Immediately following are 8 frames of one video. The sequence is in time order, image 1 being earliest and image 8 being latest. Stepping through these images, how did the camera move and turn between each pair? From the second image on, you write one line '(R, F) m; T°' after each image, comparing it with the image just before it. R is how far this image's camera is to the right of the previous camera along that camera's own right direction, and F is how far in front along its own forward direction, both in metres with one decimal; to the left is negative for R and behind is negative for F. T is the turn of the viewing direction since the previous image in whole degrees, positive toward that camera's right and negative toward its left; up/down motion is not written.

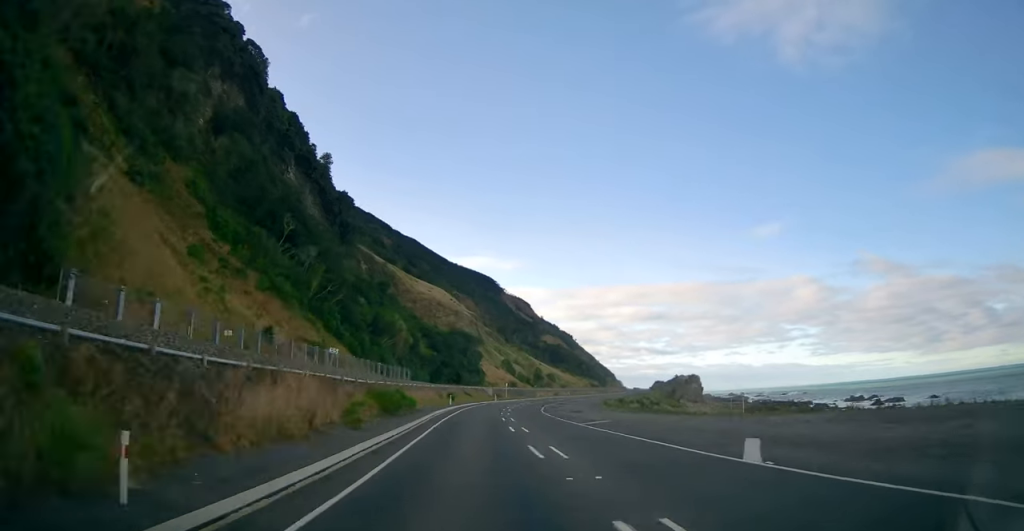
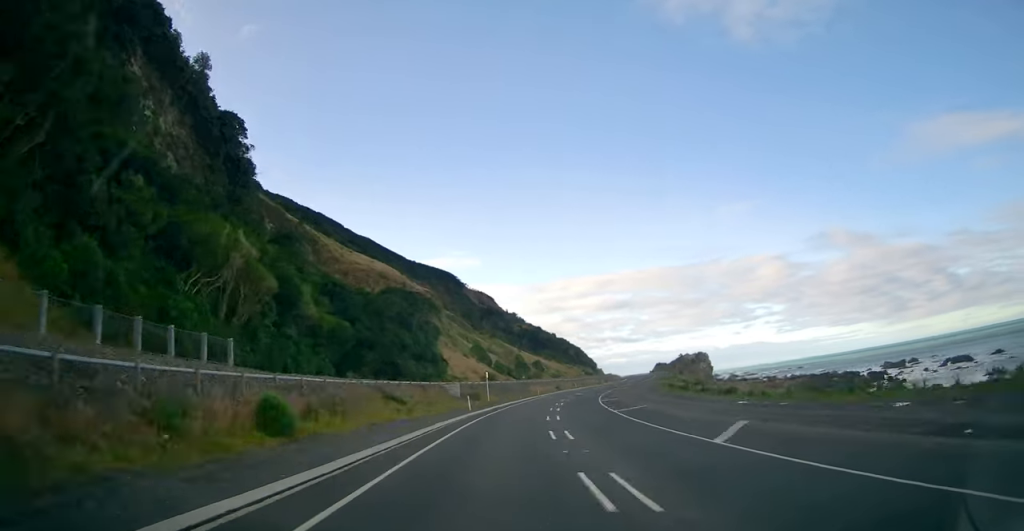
(-1.3, +56.3) m; +3°
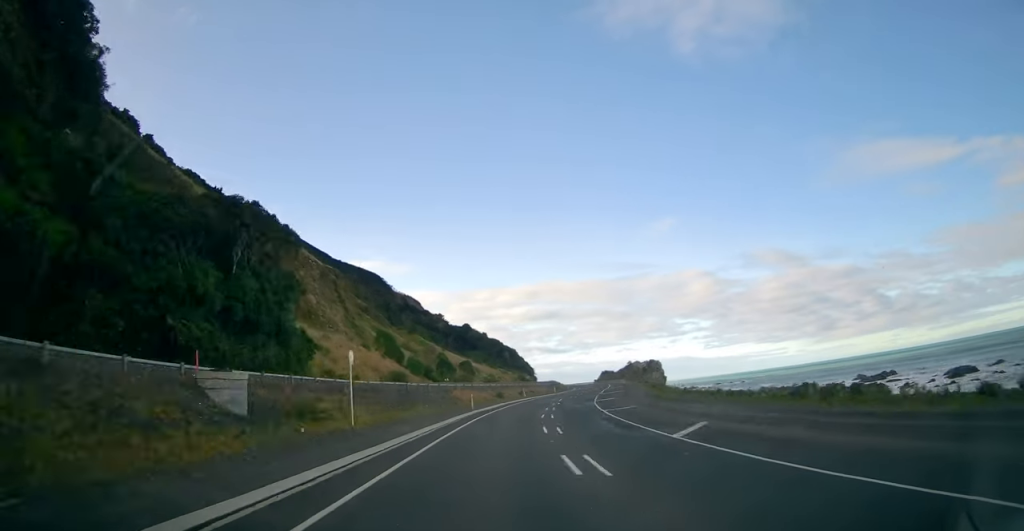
(+1.4, +36.4) m; +6°
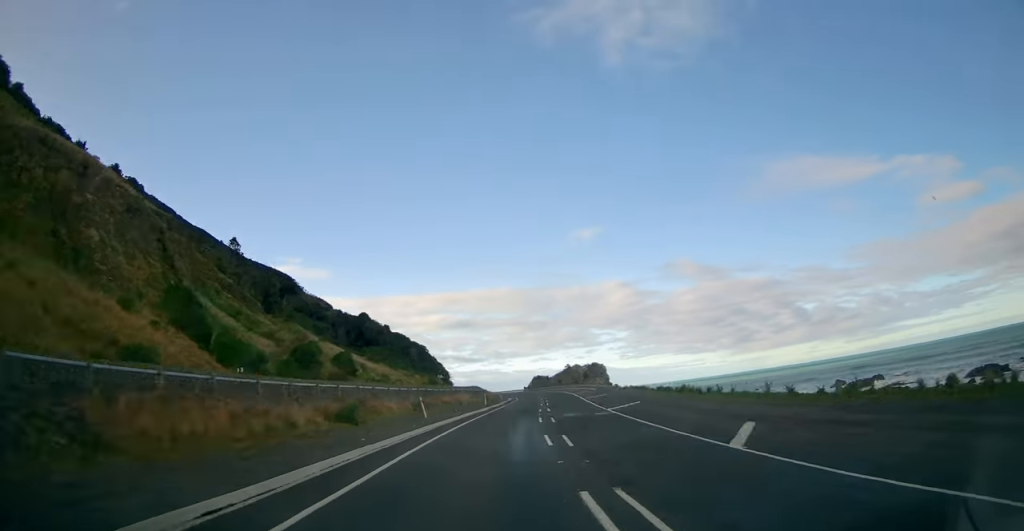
(+3.5, +44.2) m; +6°
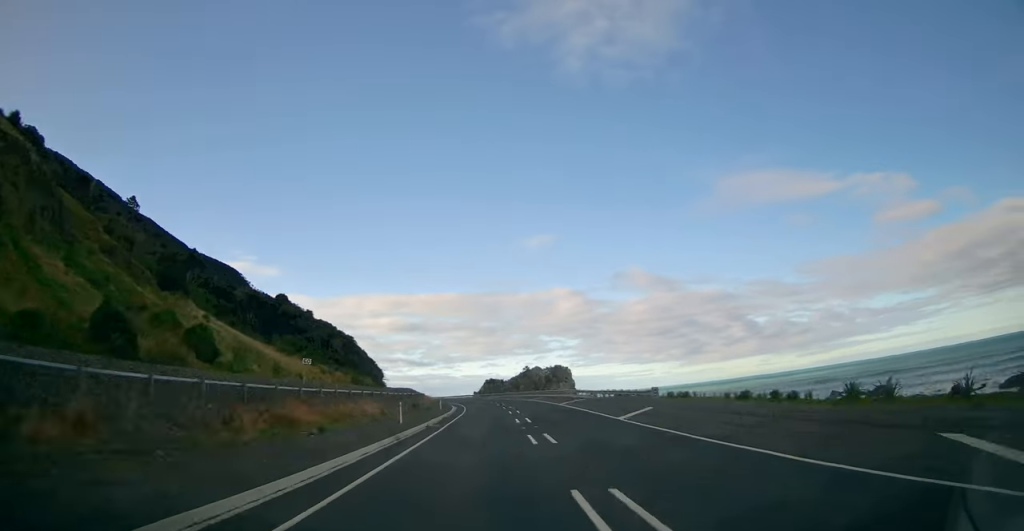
(+1.6, +29.5) m; +3°
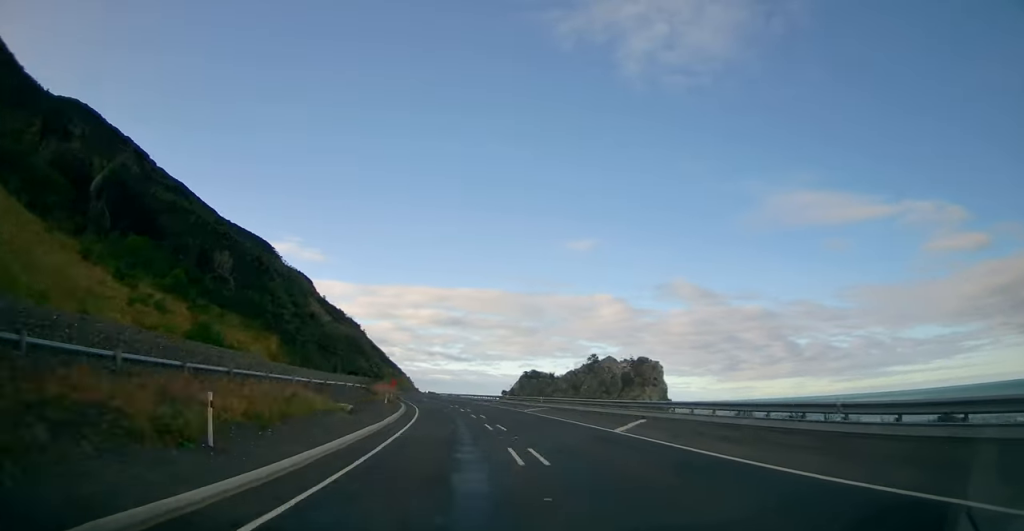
(+0.9, +62.4) m; -3°
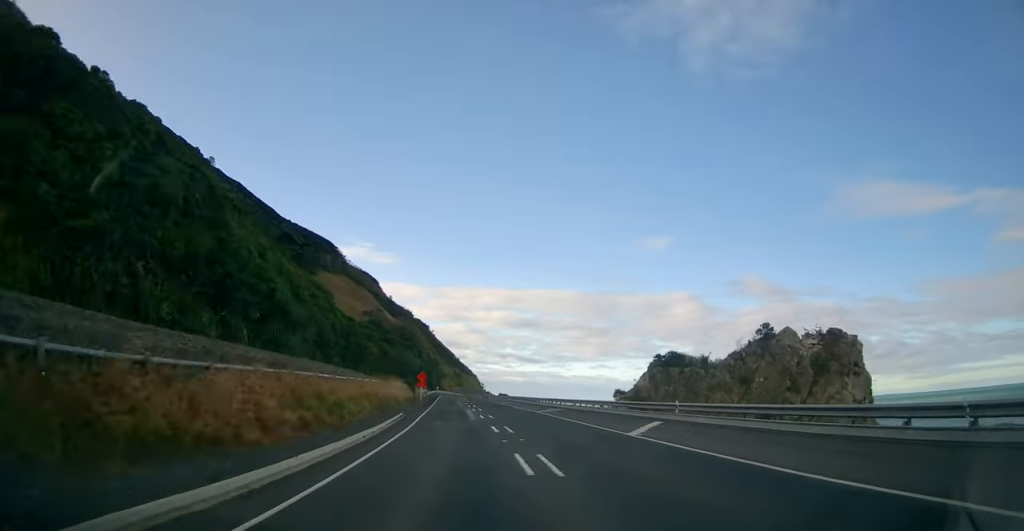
(-2.4, +41.3) m; -4°
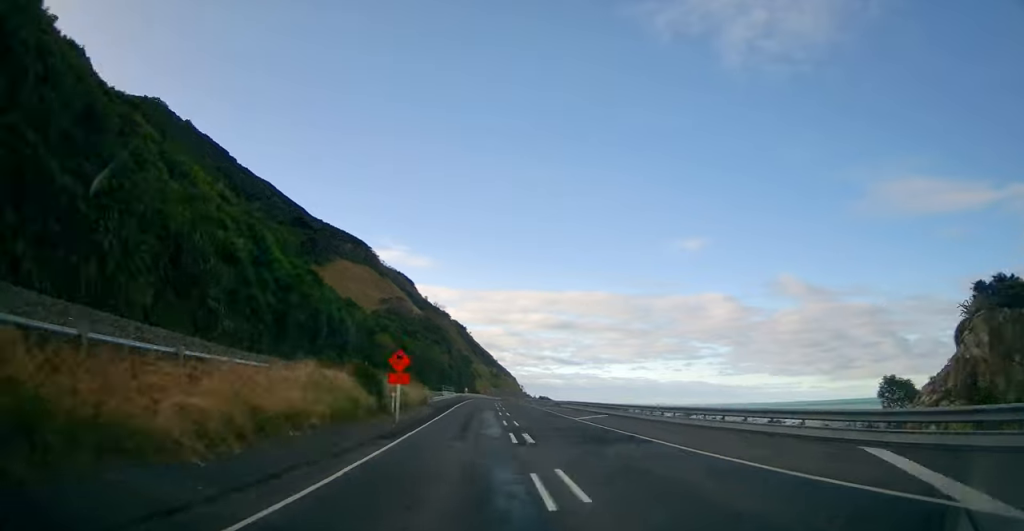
(-0.8, +33.0) m; -3°
